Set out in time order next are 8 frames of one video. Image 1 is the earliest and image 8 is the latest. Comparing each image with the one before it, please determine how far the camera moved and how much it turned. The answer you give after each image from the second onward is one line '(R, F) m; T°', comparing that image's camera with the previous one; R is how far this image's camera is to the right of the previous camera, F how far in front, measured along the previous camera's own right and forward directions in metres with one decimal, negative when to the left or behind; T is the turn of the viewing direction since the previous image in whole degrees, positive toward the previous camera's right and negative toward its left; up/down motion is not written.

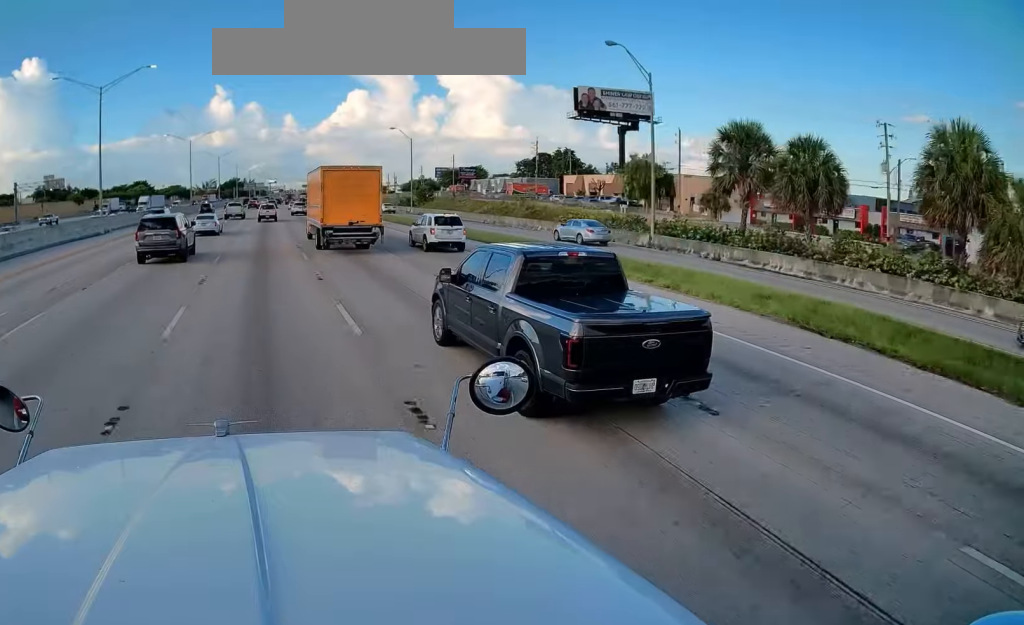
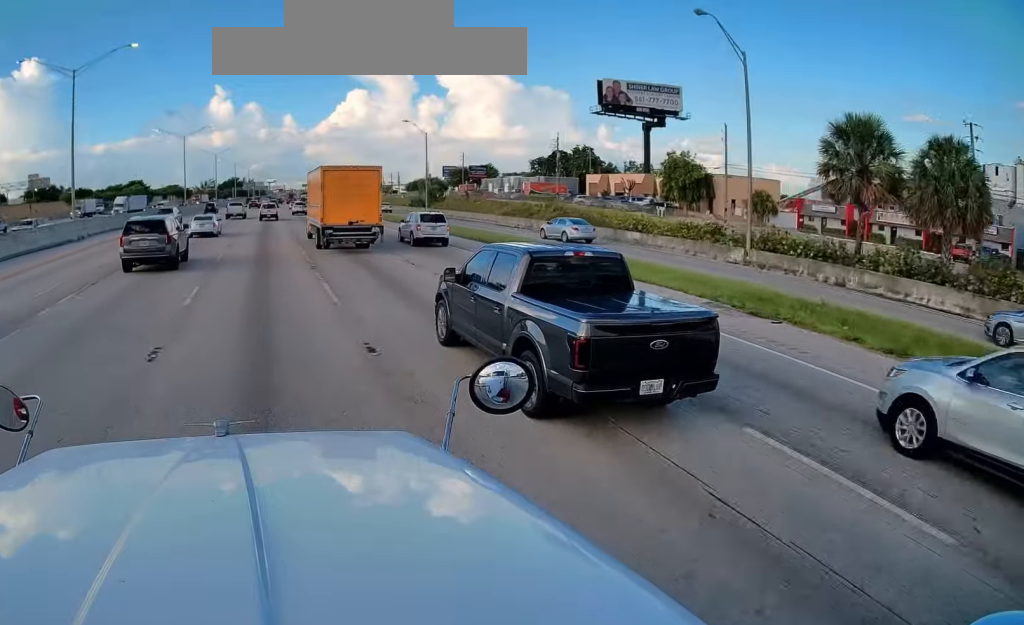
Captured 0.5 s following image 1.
(0.0, +10.1) m; 0°
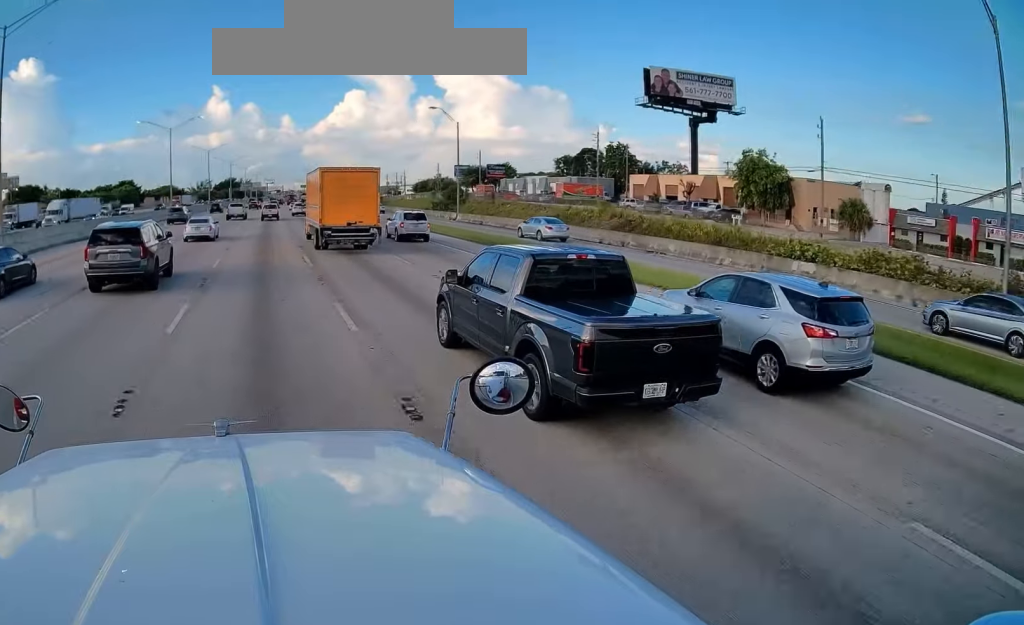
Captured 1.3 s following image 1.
(0.0, +16.1) m; 0°
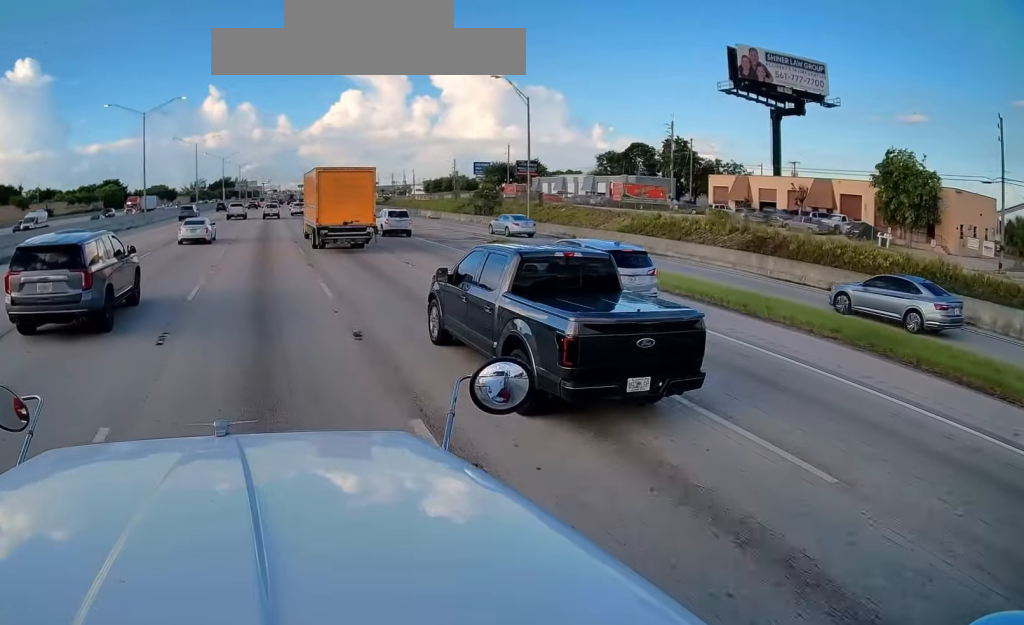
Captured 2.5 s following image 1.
(0.0, +22.0) m; +1°
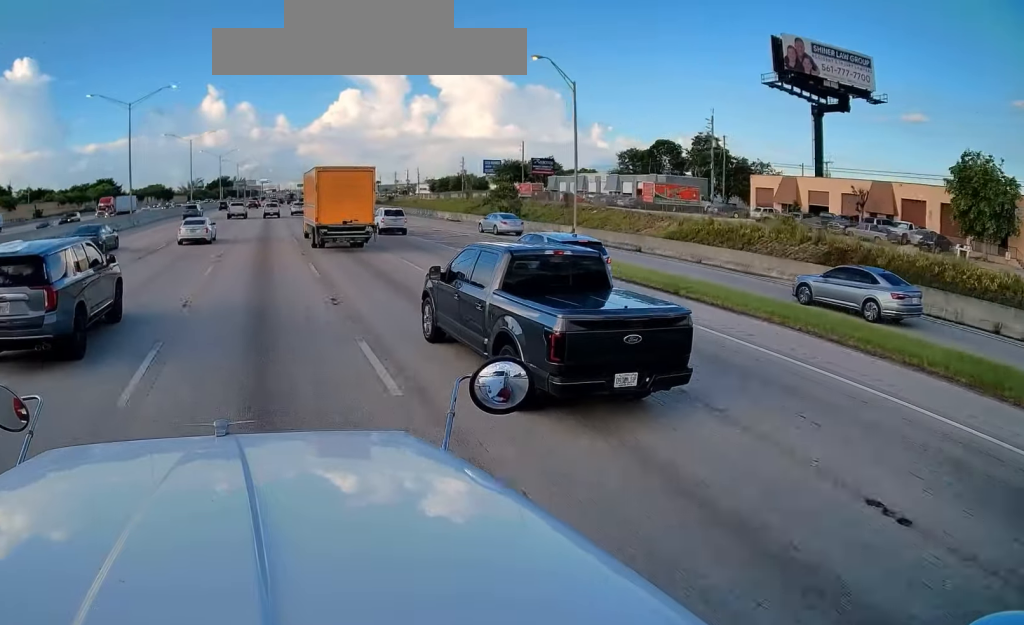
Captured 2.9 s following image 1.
(+0.1, +8.7) m; 0°
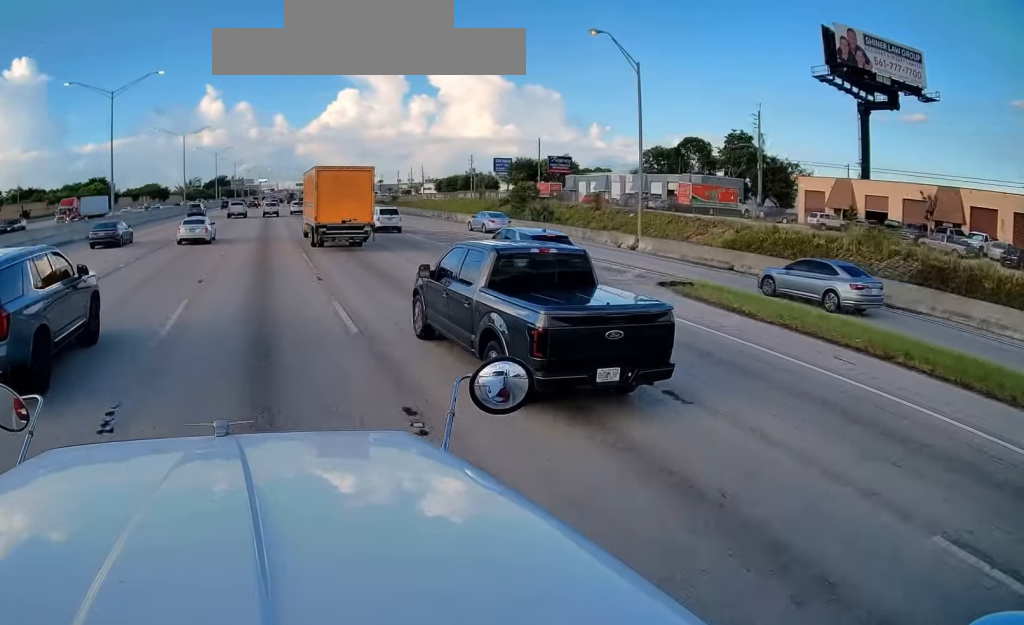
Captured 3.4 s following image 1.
(0.0, +8.7) m; 0°
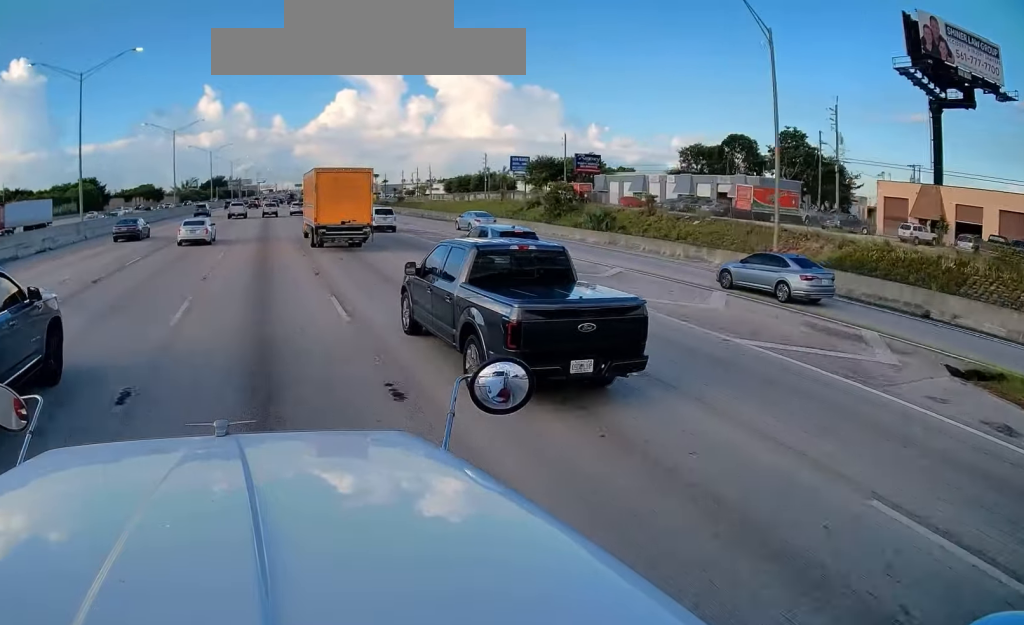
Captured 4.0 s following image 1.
(0.0, +11.4) m; 0°
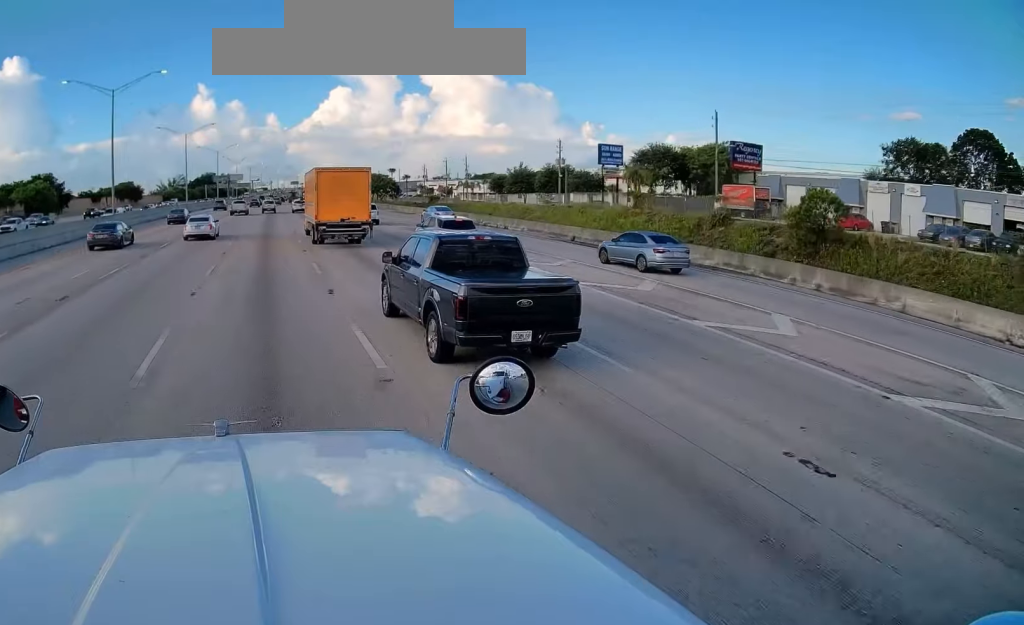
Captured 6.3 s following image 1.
(-0.5, +40.0) m; -1°
